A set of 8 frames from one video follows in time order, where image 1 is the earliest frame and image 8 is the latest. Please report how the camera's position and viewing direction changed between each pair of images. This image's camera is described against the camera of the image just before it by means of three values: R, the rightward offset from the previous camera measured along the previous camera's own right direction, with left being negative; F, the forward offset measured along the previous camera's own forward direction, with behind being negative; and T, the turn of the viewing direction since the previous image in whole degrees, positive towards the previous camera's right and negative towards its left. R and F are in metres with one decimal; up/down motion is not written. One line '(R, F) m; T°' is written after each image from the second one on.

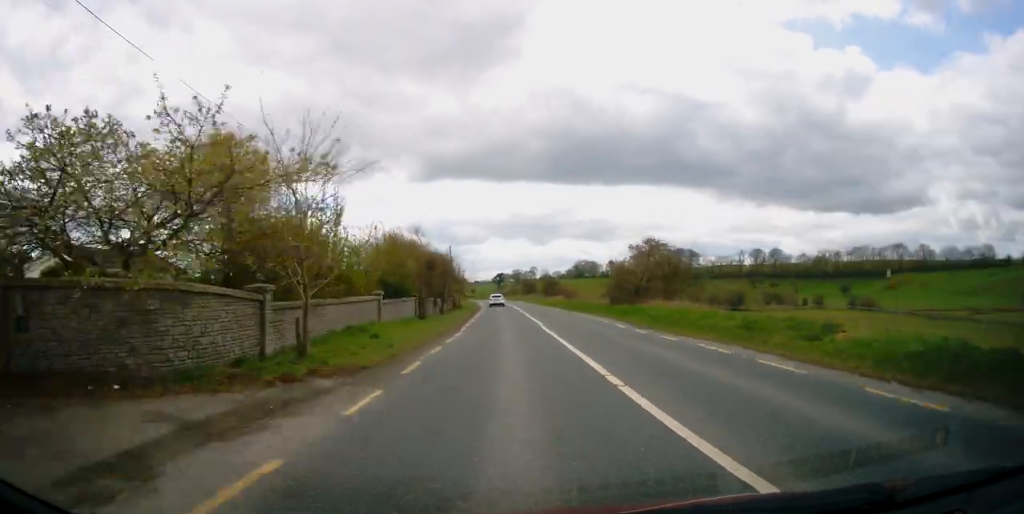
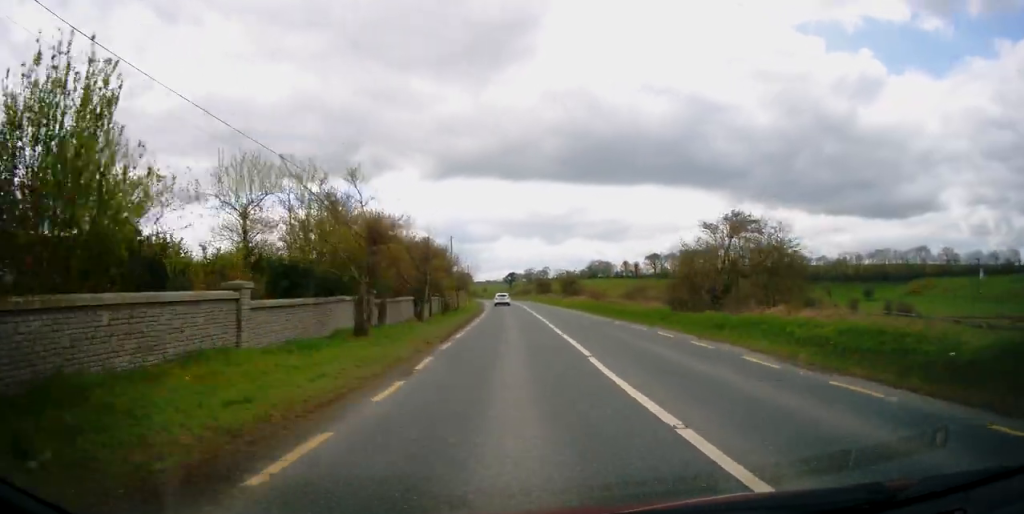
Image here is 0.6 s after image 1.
(+0.2, +14.8) m; -1°
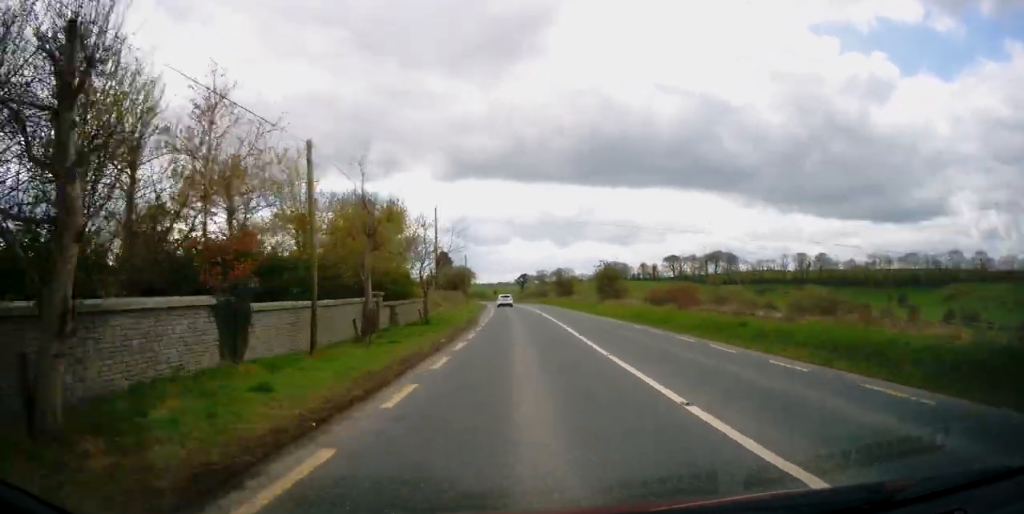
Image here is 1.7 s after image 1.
(-0.4, +24.7) m; -1°
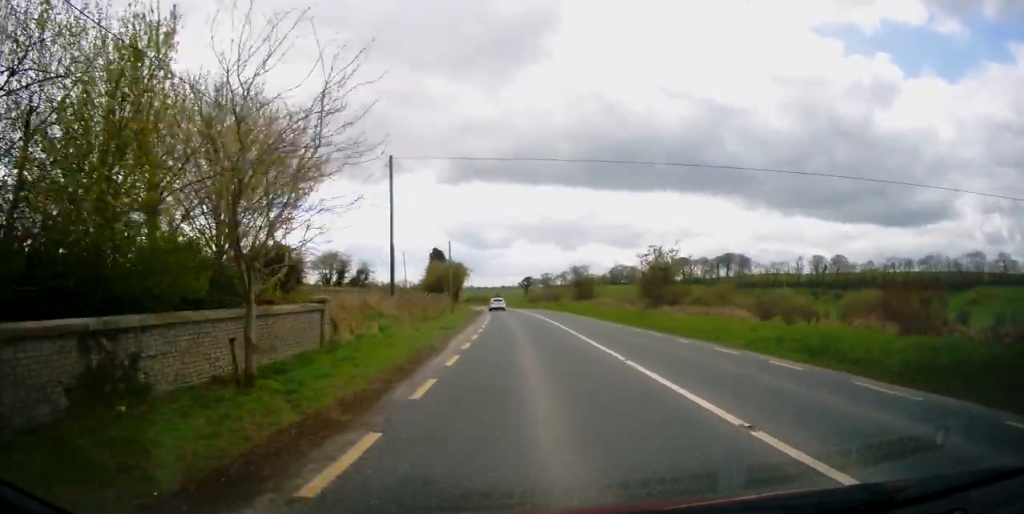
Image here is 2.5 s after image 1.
(-0.1, +19.2) m; 0°
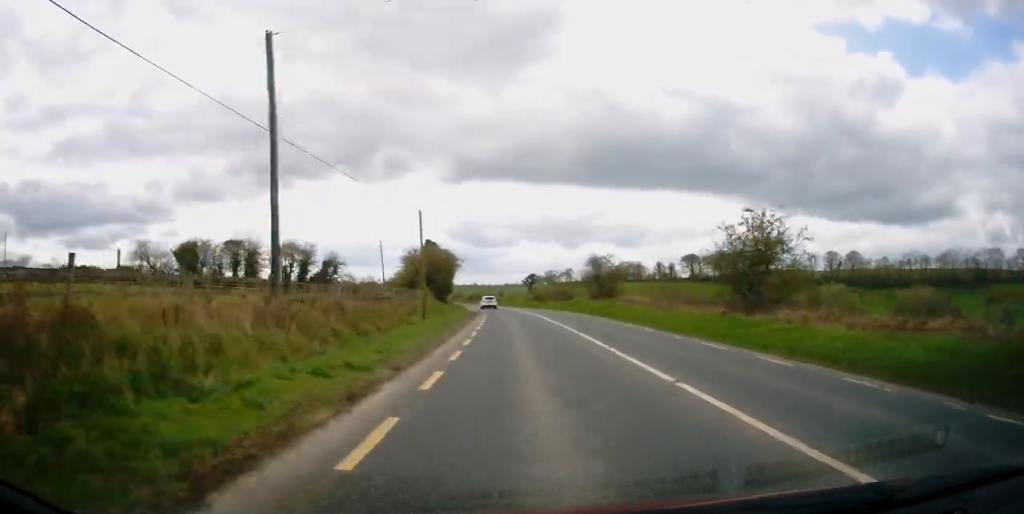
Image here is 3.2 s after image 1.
(0.0, +15.5) m; 0°
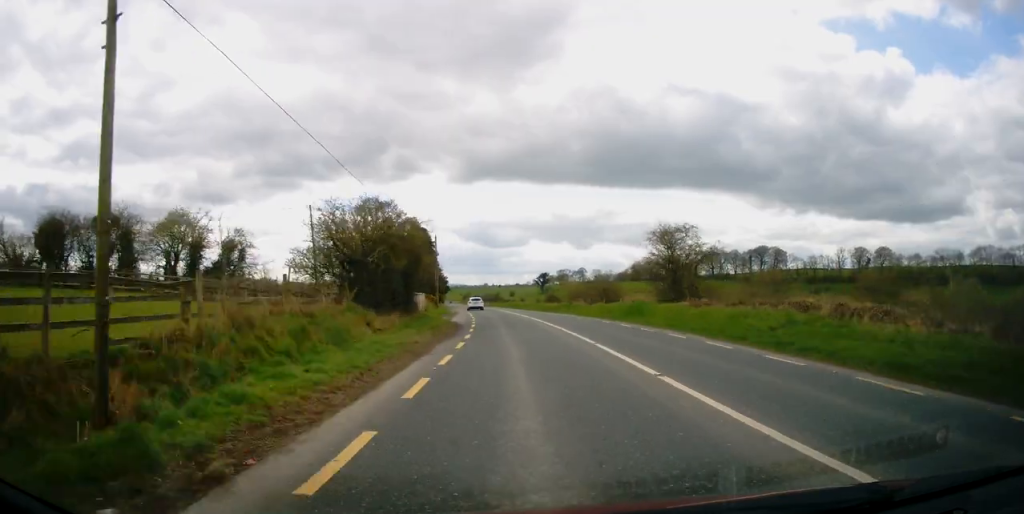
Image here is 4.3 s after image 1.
(-0.1, +24.9) m; -1°
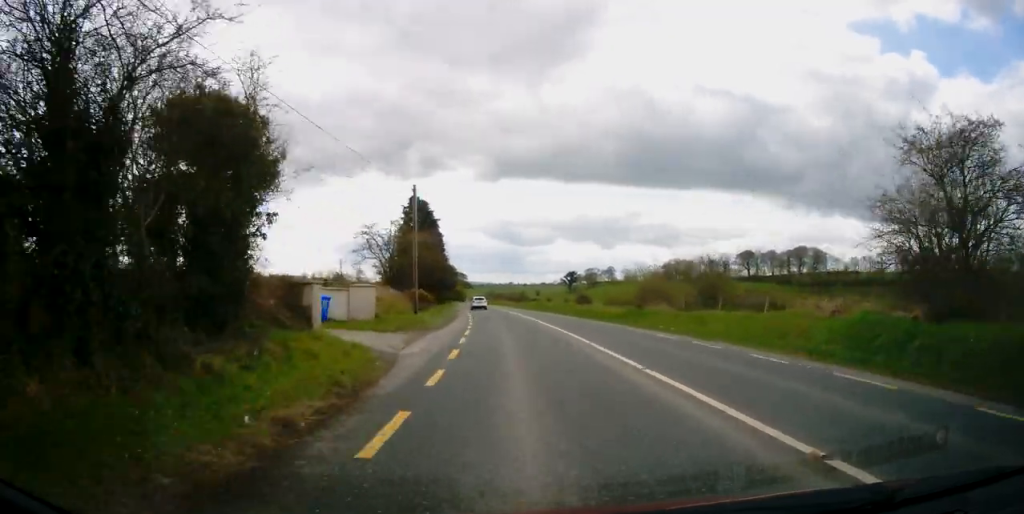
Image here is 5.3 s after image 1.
(-0.3, +23.2) m; -2°
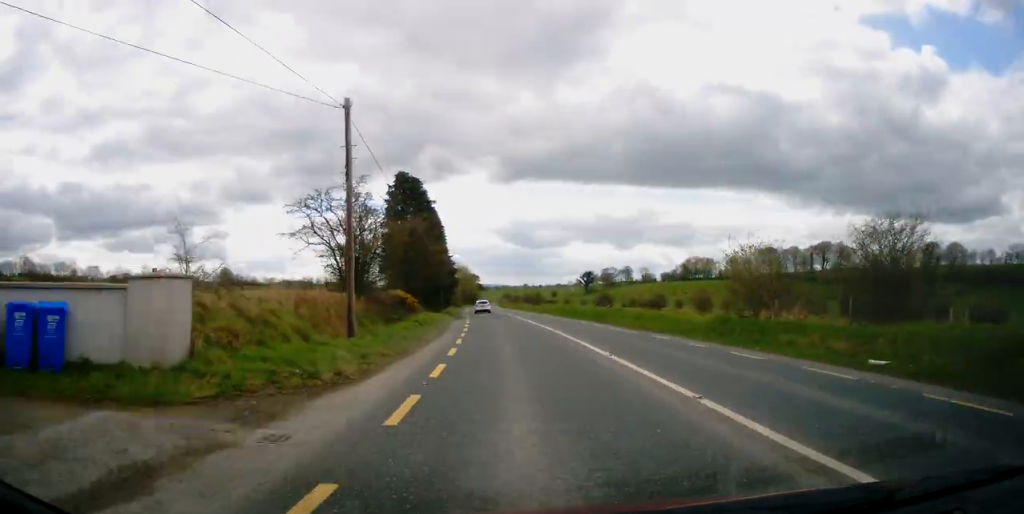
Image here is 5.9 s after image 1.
(0.0, +14.7) m; -2°
